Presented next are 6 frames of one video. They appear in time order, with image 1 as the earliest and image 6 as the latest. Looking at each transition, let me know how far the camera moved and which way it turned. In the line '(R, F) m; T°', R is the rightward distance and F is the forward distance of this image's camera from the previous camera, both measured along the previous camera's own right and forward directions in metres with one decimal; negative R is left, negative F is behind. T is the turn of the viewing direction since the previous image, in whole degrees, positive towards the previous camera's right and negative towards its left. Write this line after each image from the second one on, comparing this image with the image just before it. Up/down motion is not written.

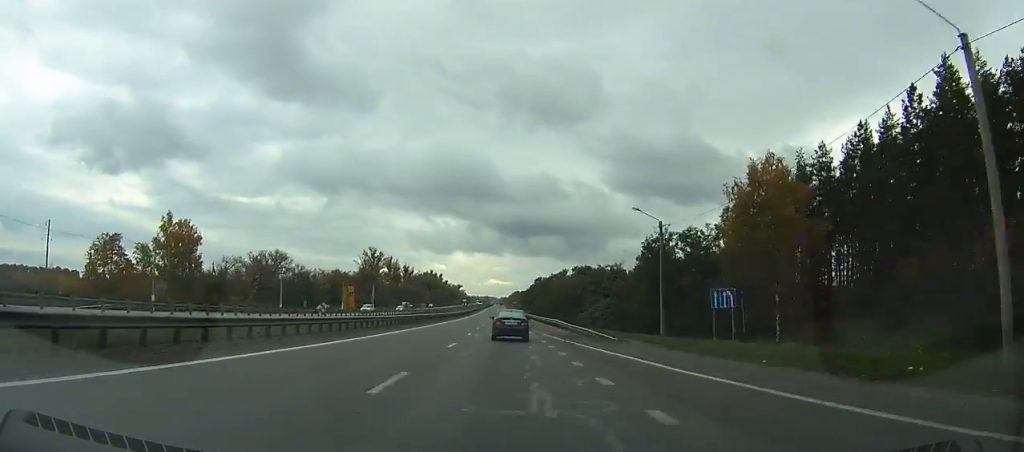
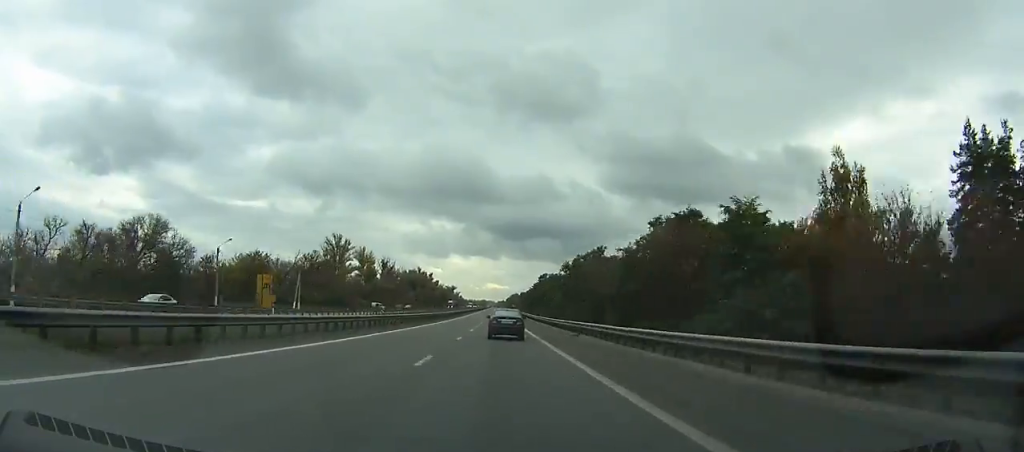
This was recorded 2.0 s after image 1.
(+0.1, +55.9) m; 0°
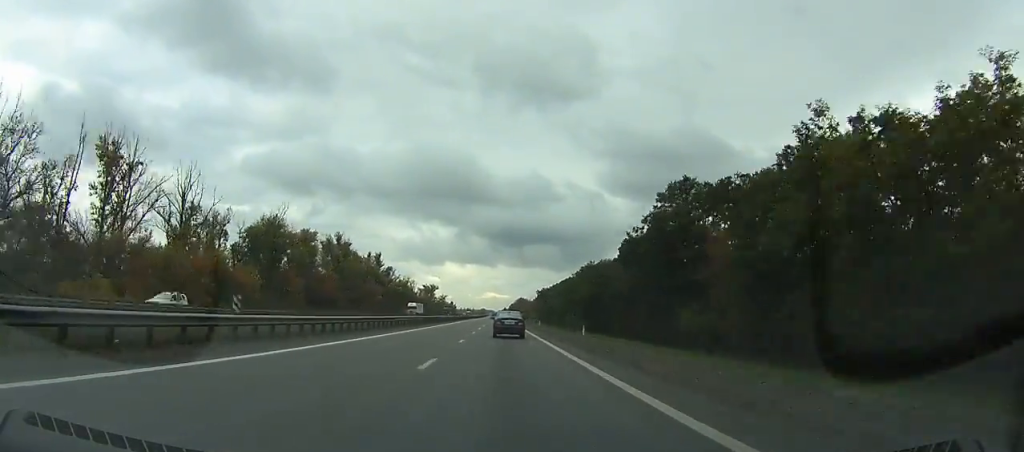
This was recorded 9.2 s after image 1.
(-0.6, +200.9) m; 0°
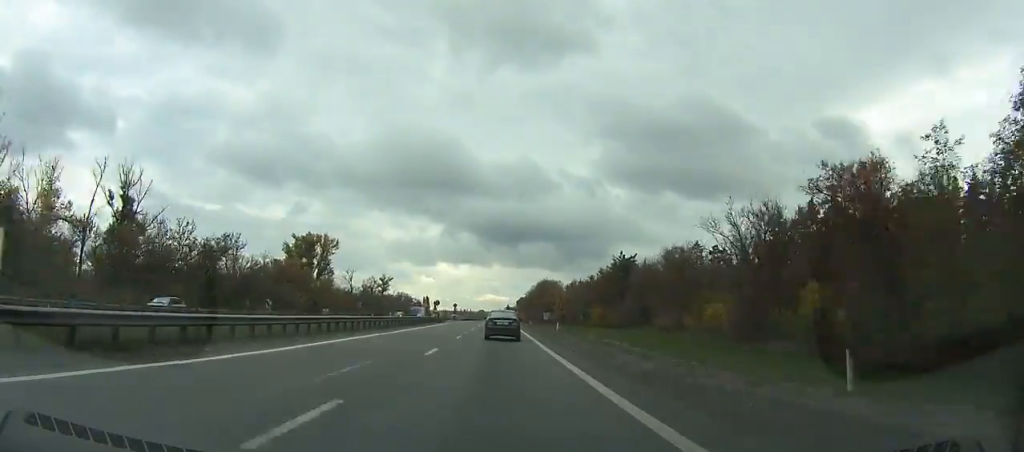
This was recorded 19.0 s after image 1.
(+1.8, +285.2) m; 0°
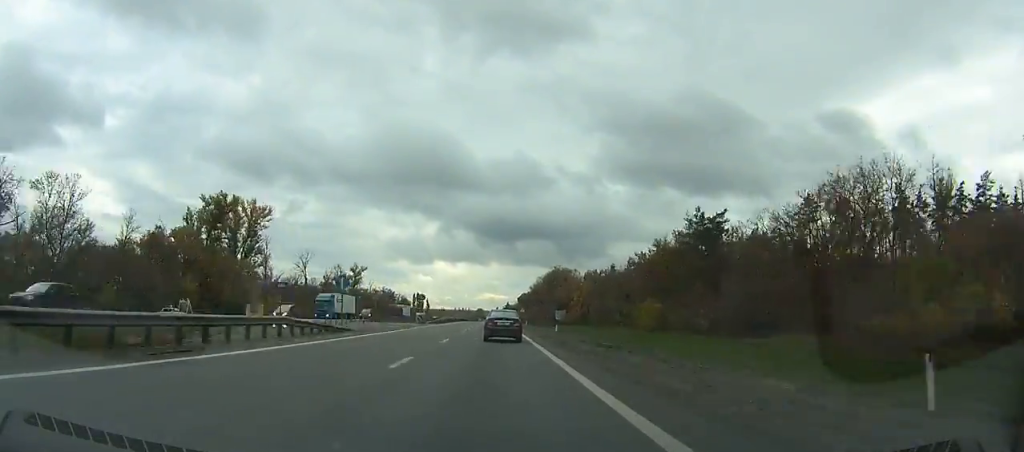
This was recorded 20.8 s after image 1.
(0.0, +53.7) m; 0°
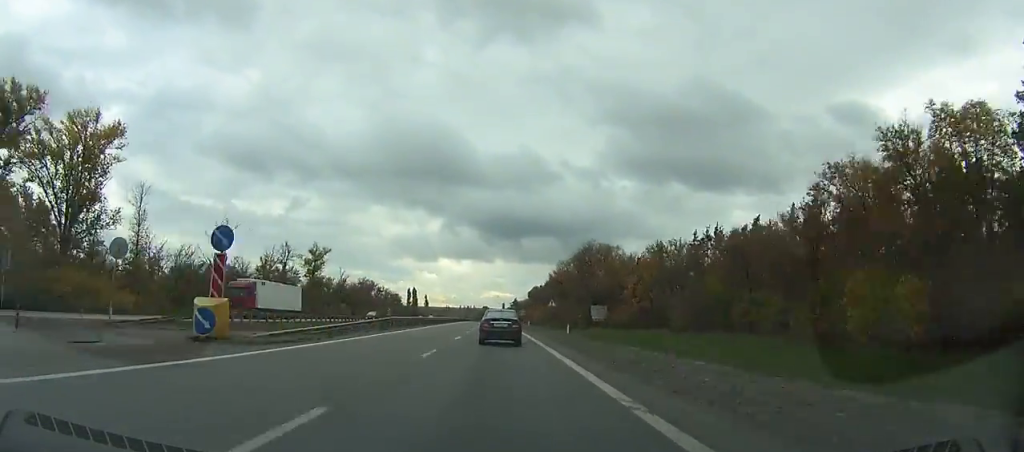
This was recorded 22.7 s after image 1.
(0.0, +56.1) m; 0°
